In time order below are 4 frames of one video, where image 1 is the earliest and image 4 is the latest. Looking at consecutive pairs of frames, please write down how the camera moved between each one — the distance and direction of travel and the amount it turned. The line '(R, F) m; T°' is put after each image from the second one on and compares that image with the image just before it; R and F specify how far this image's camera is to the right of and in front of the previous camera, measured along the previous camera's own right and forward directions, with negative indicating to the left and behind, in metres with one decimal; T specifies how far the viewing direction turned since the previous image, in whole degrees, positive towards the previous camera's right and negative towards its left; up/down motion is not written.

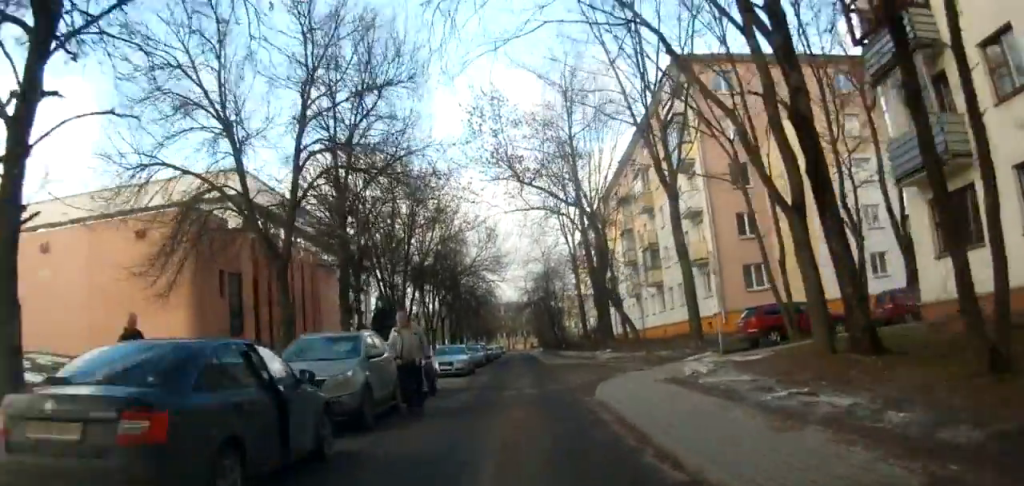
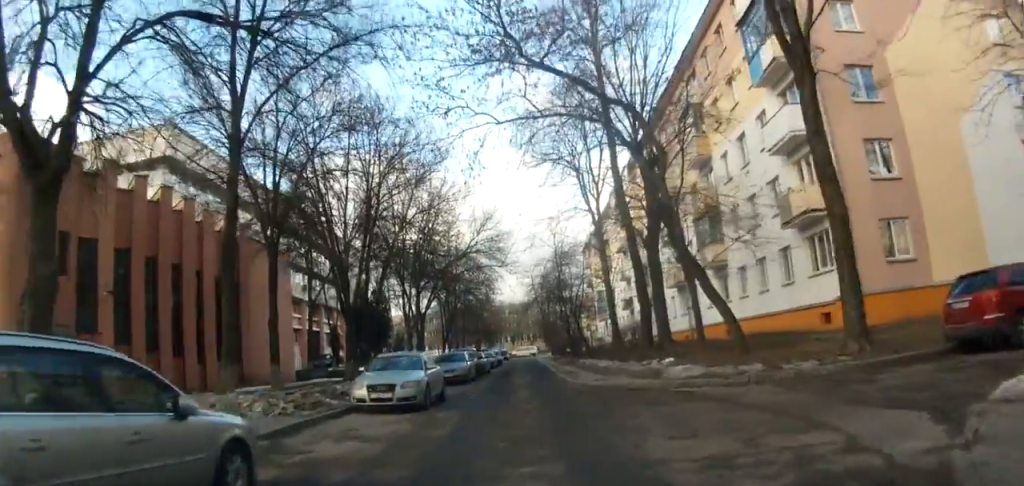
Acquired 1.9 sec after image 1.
(+0.6, +12.2) m; +9°
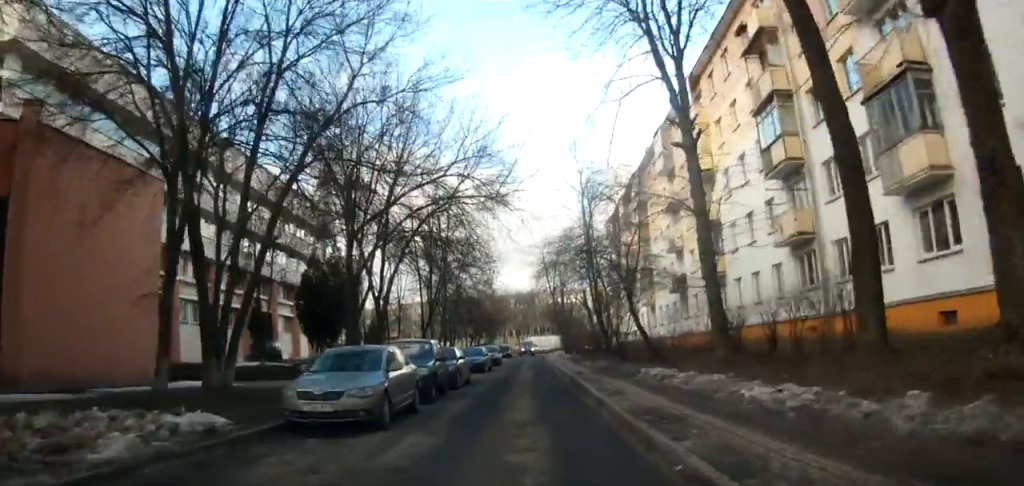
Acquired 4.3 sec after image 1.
(0.0, +15.0) m; -1°
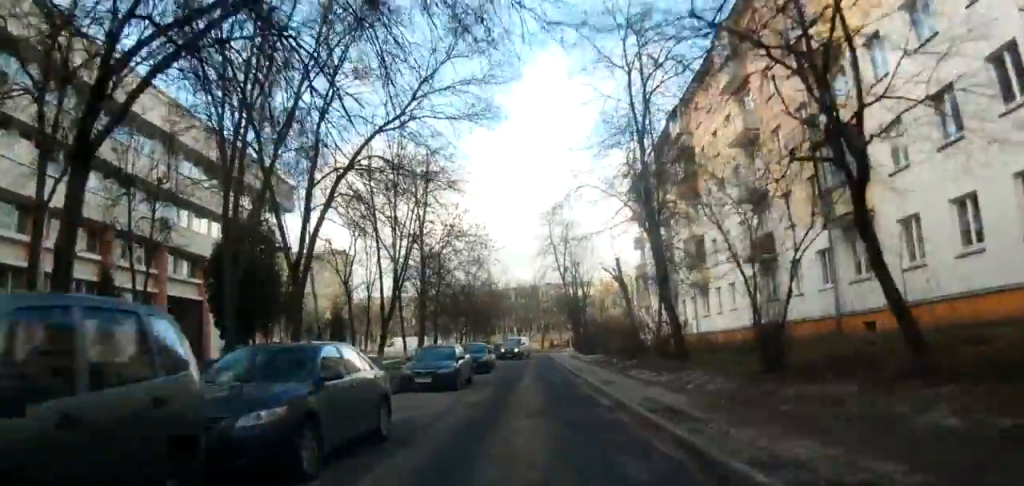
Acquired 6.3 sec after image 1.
(-0.7, +12.1) m; -4°
